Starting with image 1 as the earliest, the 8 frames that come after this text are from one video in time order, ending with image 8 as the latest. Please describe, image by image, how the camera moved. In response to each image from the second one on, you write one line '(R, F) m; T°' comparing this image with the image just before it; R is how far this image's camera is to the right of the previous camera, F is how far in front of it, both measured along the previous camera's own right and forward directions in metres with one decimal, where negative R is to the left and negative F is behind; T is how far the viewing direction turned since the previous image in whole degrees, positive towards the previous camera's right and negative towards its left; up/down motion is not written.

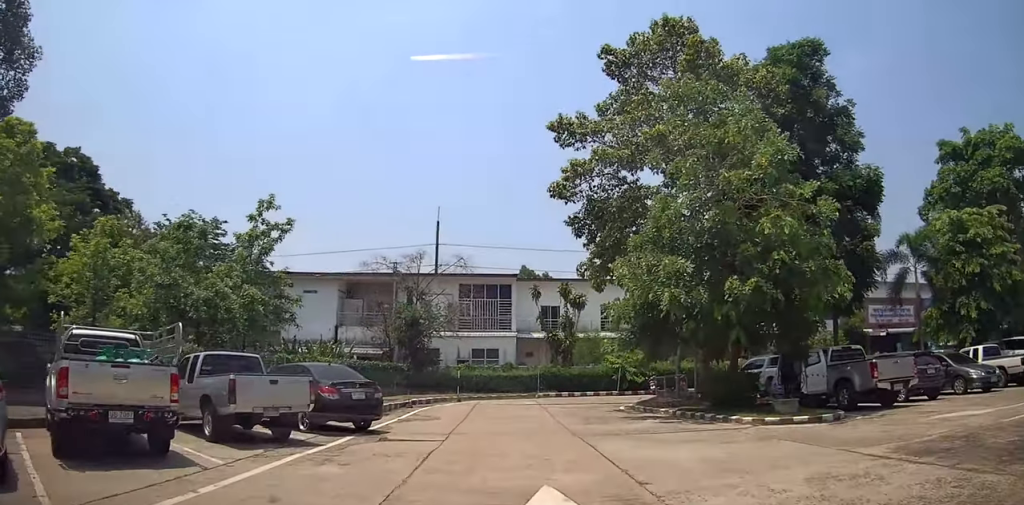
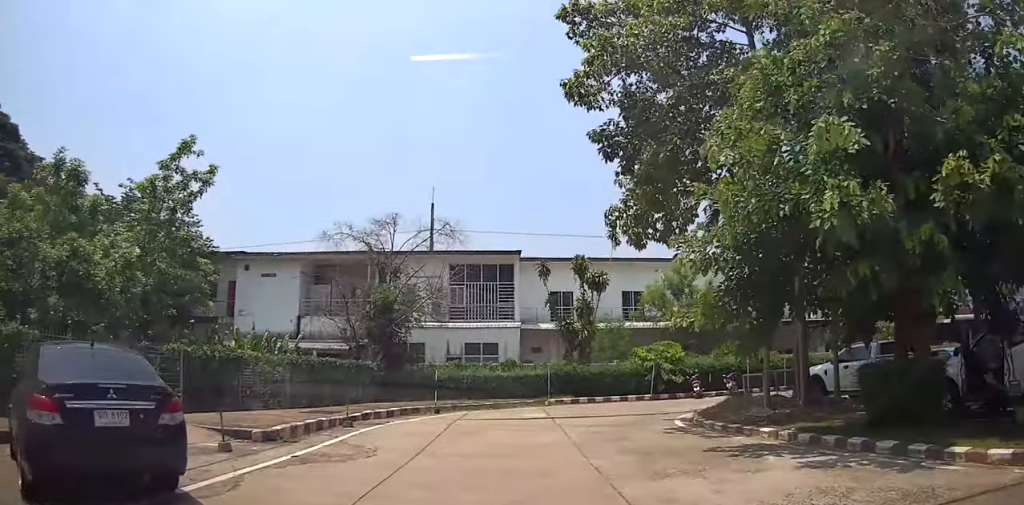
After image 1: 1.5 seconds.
(0.0, +6.9) m; +2°
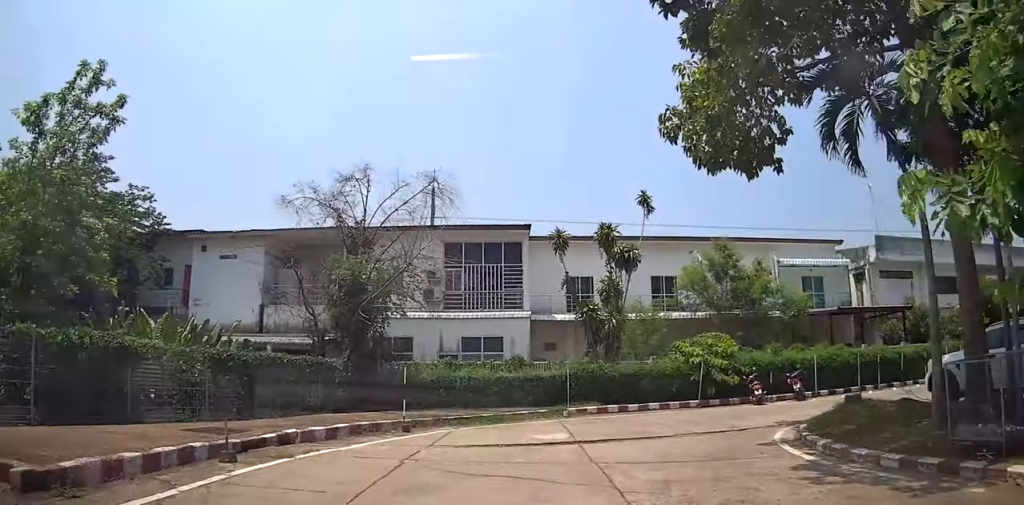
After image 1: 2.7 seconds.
(+0.2, +5.9) m; +4°
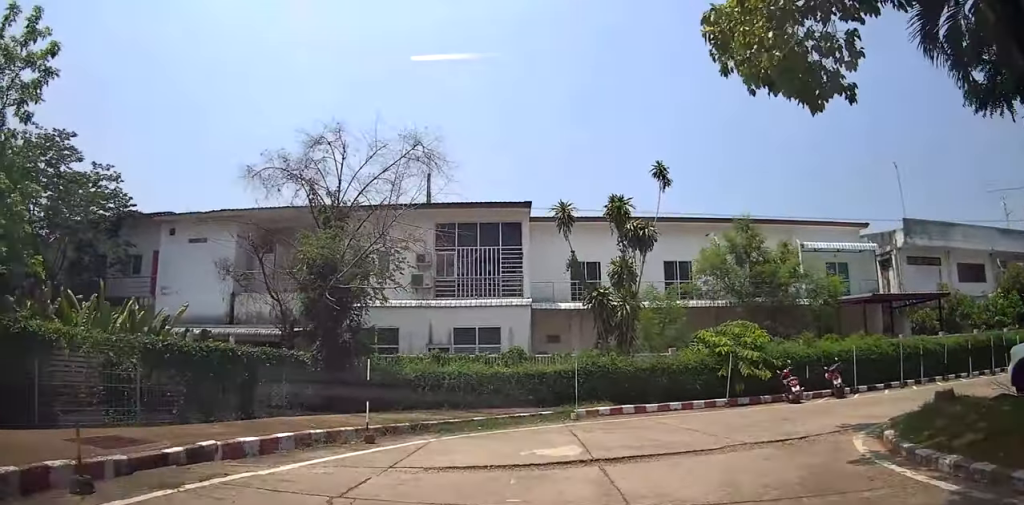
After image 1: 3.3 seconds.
(+0.1, +3.1) m; -3°
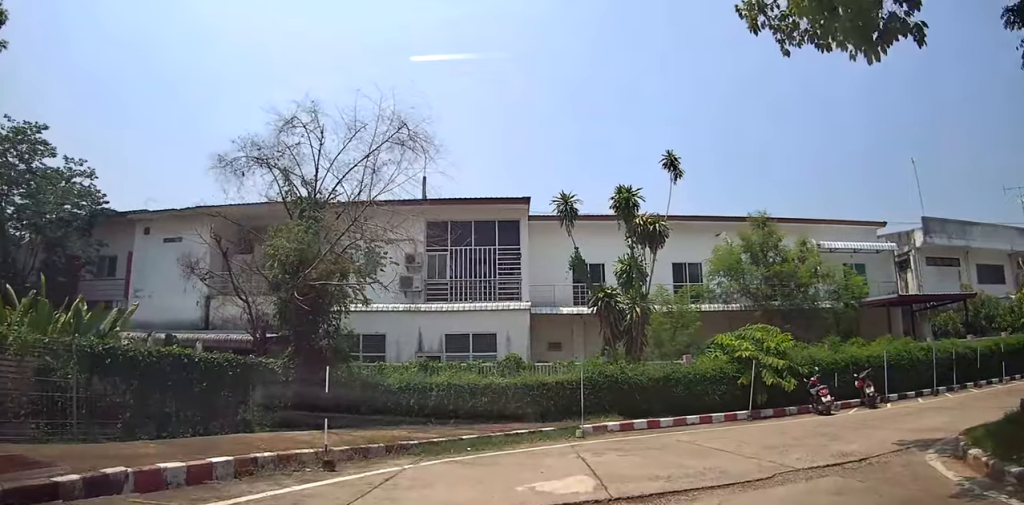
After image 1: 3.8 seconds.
(+0.2, +2.4) m; -4°
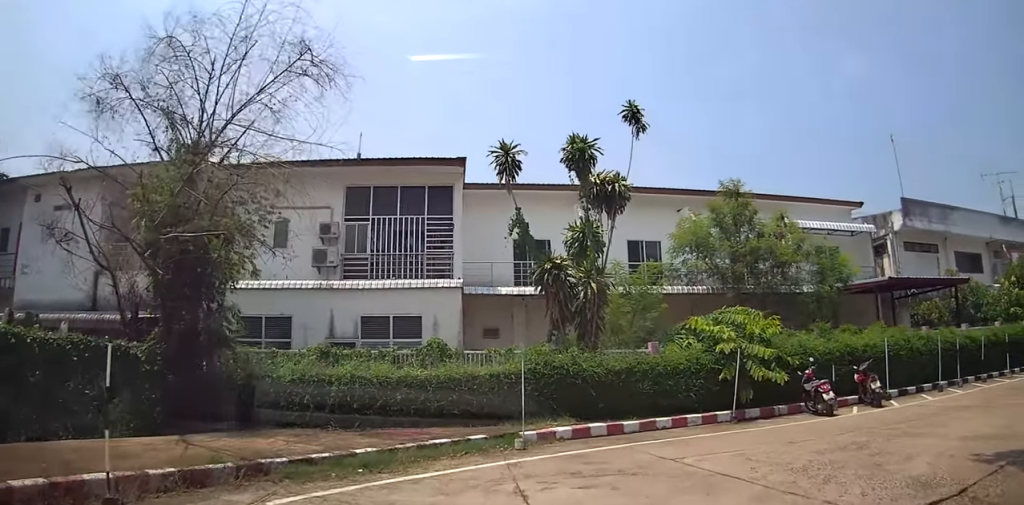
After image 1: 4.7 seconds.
(-0.7, +4.6) m; +1°
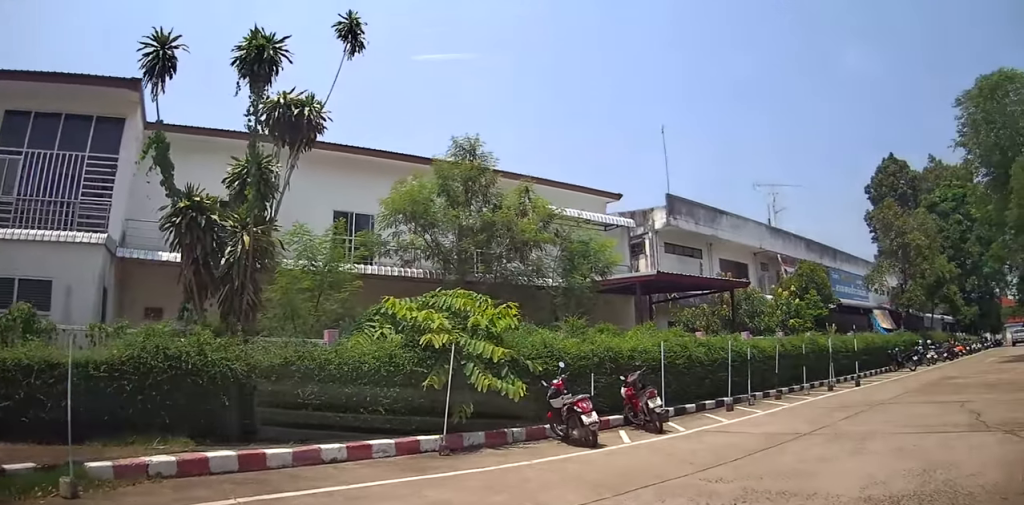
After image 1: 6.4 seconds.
(+1.7, +5.8) m; +37°
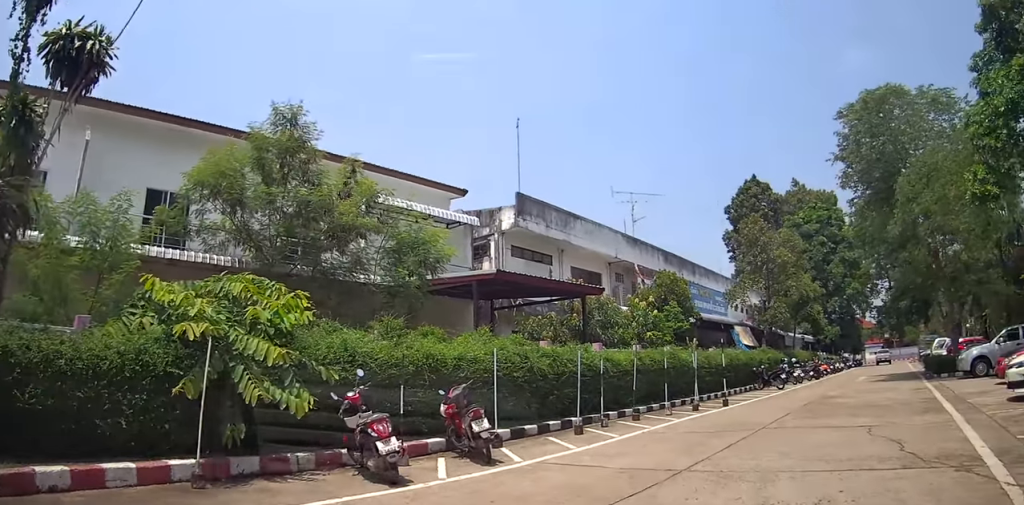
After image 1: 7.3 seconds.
(+0.5, +2.6) m; +26°
